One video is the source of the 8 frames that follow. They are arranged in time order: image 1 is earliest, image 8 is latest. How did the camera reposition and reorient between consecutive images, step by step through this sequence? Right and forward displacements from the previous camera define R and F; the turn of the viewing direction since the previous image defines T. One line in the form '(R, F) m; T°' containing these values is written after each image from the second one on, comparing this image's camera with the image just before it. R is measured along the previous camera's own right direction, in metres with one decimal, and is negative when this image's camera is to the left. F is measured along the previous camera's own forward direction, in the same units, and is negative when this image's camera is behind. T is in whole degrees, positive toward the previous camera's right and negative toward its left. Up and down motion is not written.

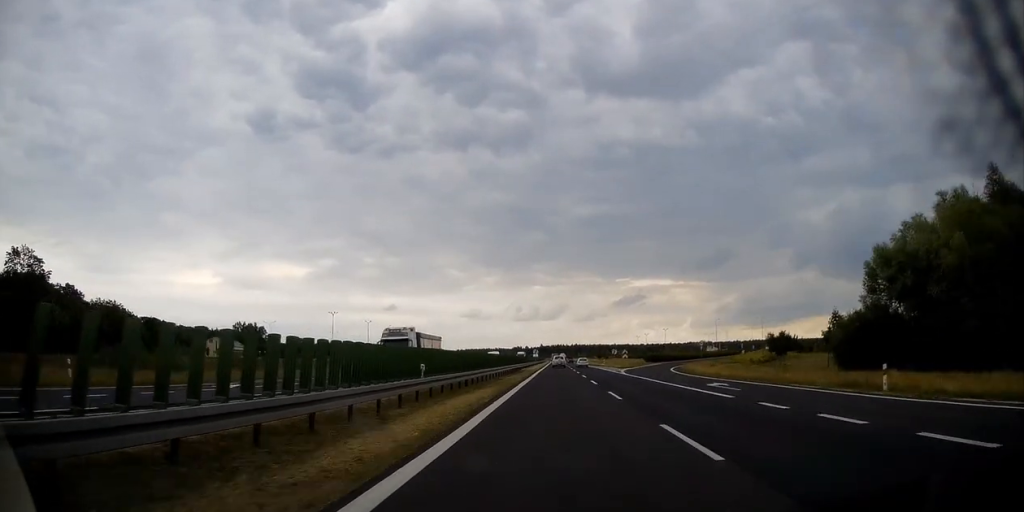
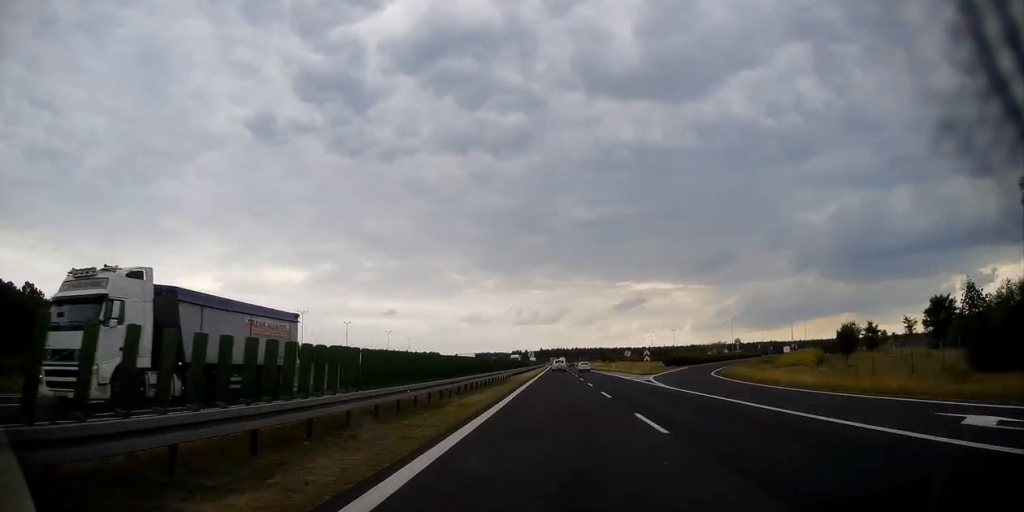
(+0.1, +20.0) m; 0°
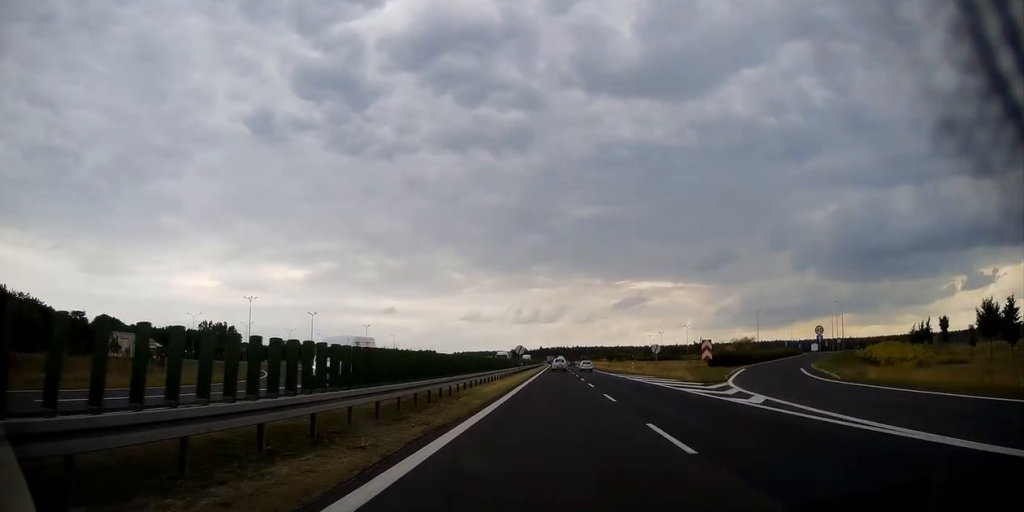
(0.0, +25.7) m; 0°
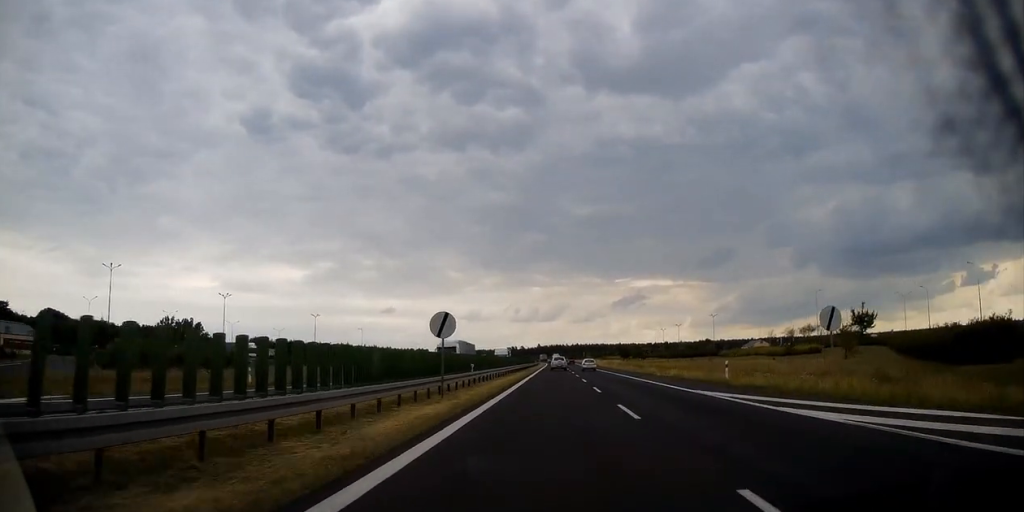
(-0.1, +41.7) m; 0°
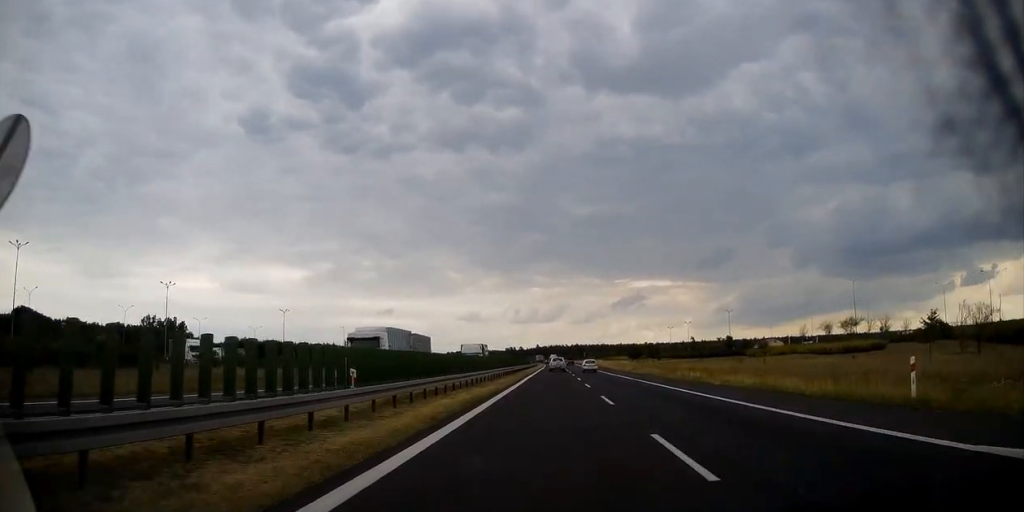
(+0.1, +18.2) m; 0°
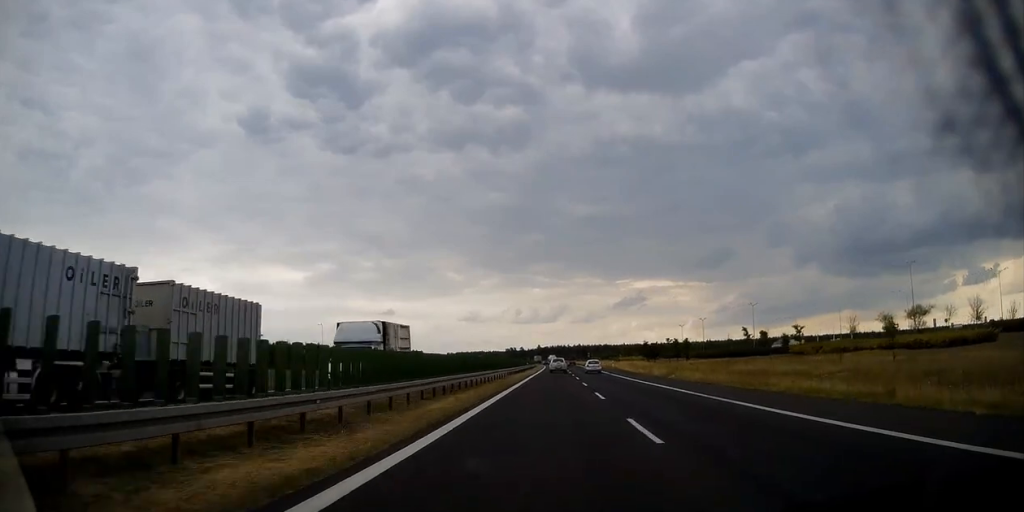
(+0.2, +20.4) m; 0°
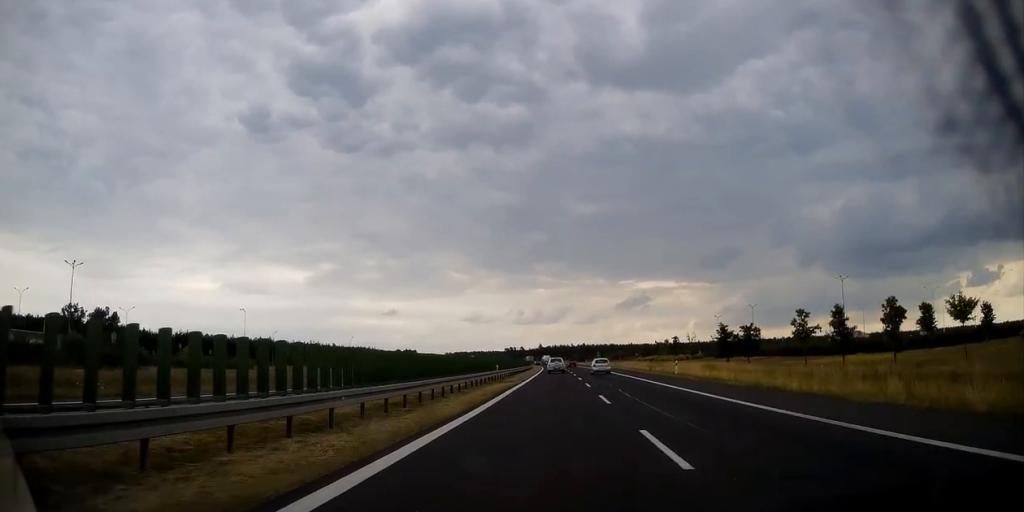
(-0.2, +49.0) m; -1°
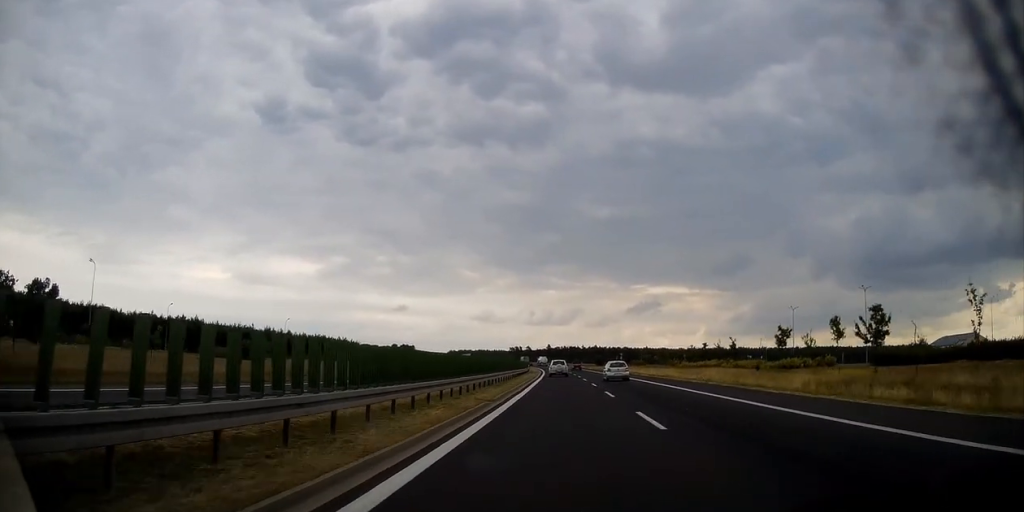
(-0.3, +53.9) m; -1°
